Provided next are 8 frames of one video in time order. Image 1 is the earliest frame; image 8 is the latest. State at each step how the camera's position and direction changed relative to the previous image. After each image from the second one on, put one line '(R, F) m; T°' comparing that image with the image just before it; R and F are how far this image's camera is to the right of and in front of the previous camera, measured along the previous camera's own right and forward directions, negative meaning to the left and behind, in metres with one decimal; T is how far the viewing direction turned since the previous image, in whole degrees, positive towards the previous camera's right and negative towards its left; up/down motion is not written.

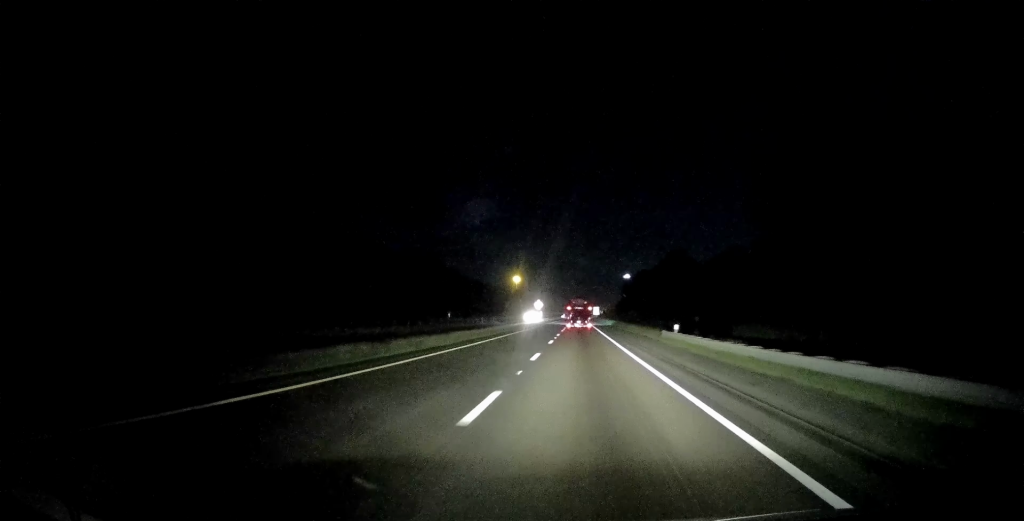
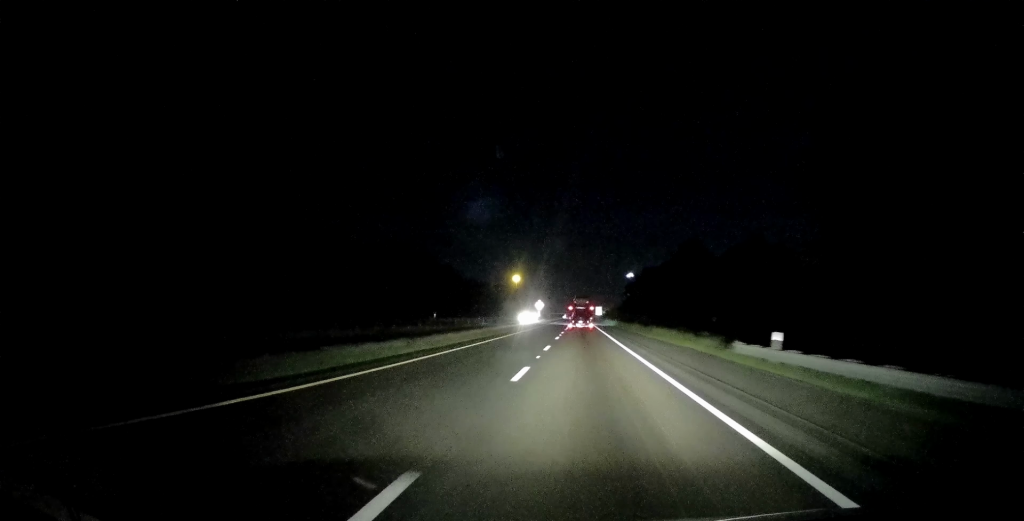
(+0.1, +19.2) m; 0°
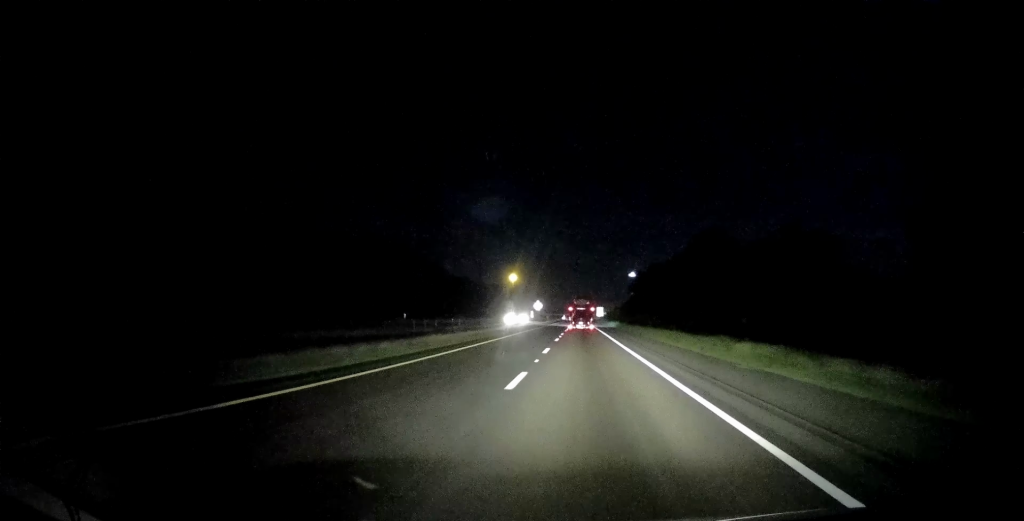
(0.0, +25.0) m; 0°
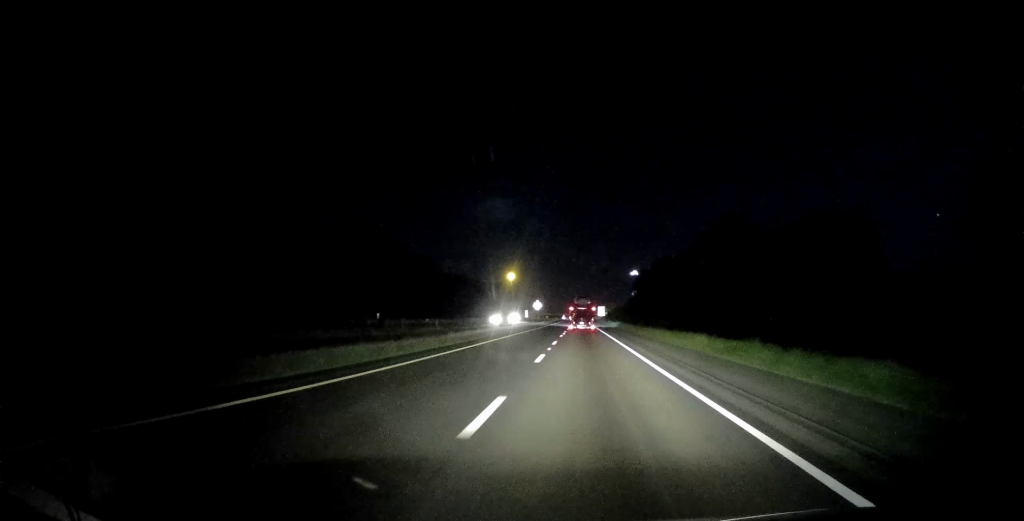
(0.0, +16.7) m; 0°
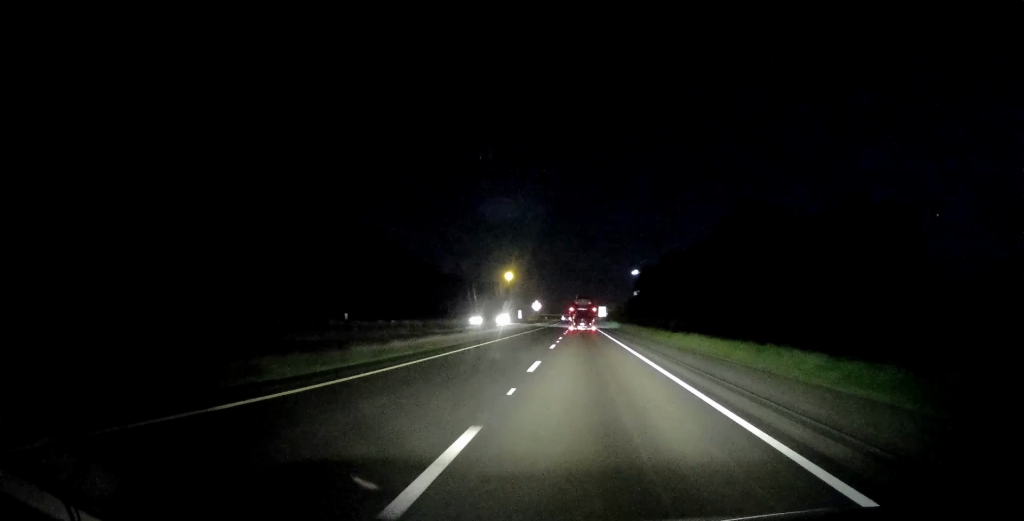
(0.0, +14.8) m; 0°
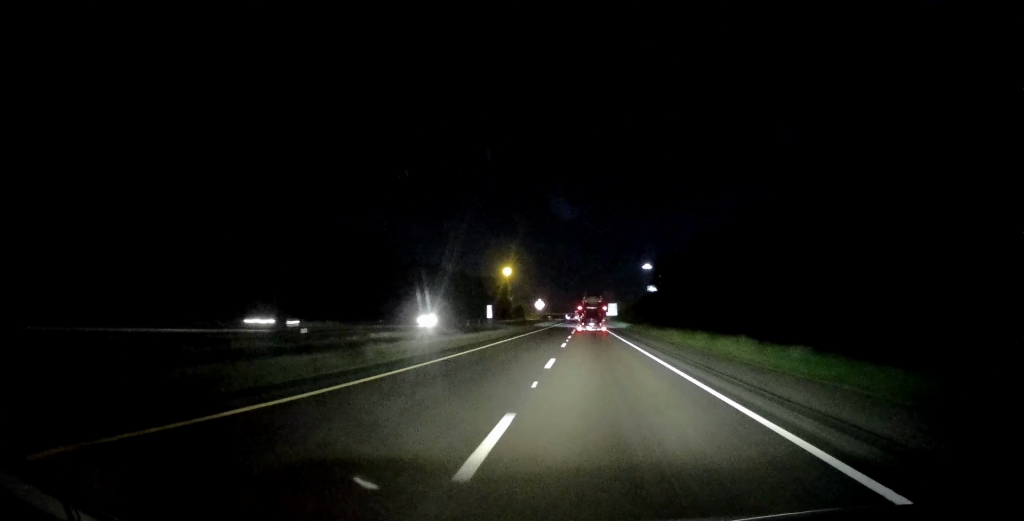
(-0.8, +46.3) m; -1°
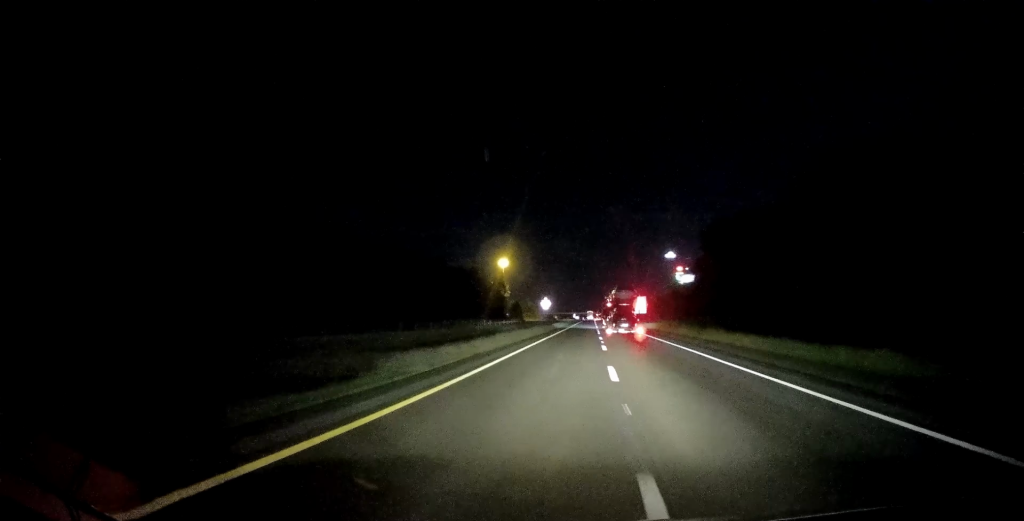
(0.0, +74.5) m; -1°
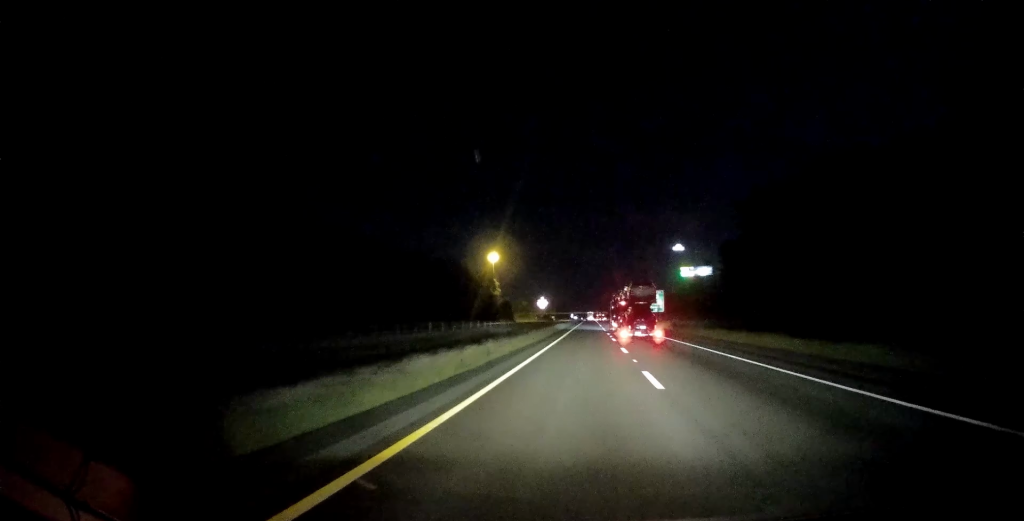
(+0.4, +37.3) m; +1°
